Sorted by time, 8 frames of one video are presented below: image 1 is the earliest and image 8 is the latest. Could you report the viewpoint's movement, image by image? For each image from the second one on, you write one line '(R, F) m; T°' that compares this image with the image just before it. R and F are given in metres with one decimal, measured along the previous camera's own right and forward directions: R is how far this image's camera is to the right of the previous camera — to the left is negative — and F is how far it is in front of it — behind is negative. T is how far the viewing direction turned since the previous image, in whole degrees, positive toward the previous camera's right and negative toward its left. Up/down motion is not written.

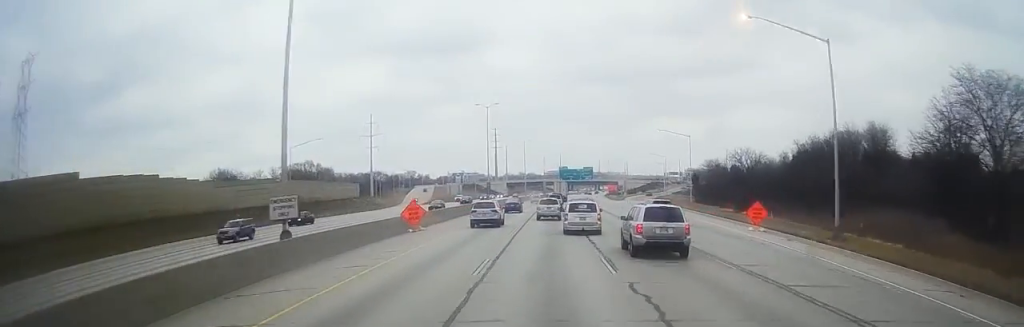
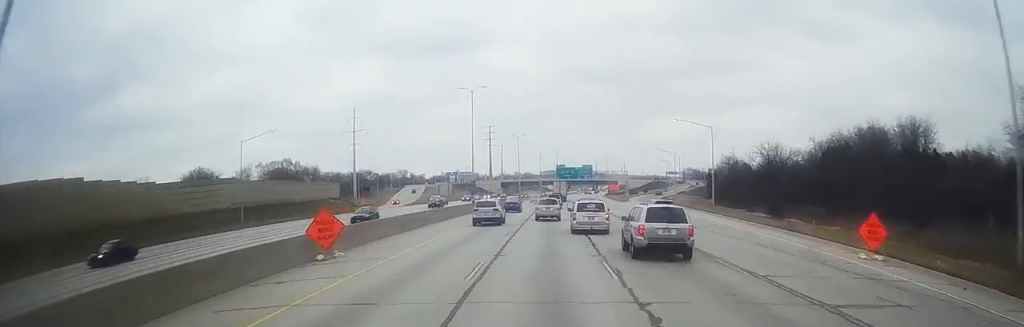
(+0.4, +16.3) m; +1°
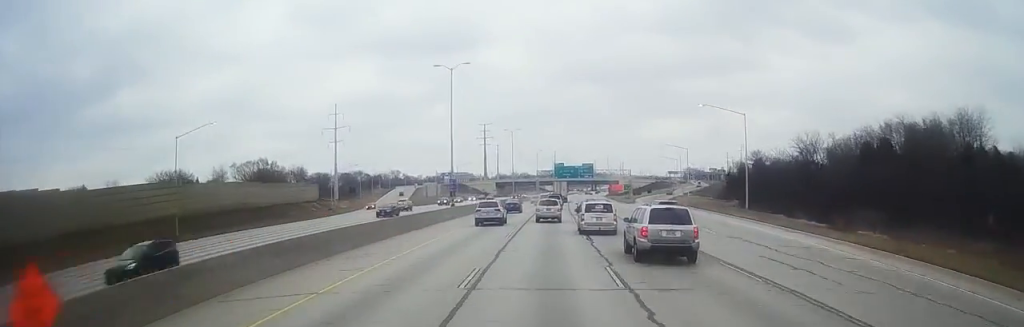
(+0.1, +16.3) m; 0°
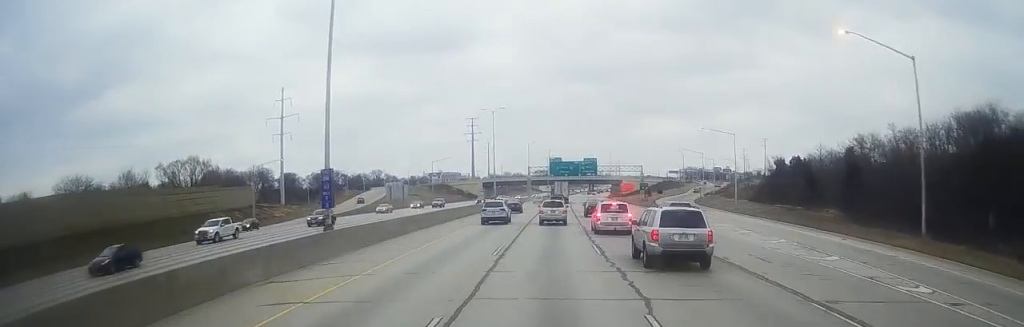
(-0.5, +37.8) m; -1°
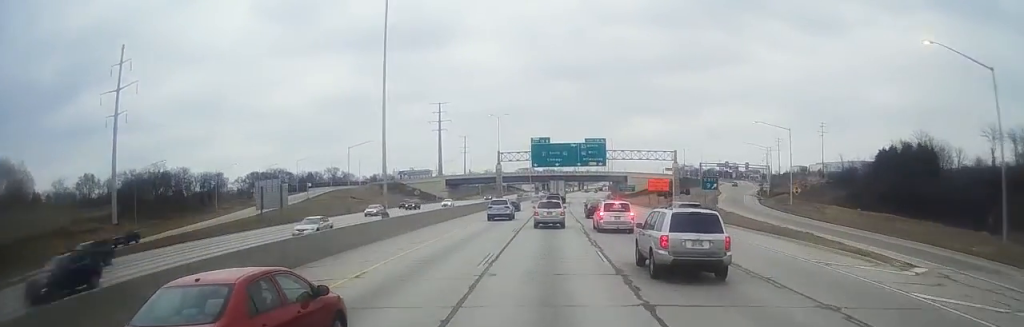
(+0.7, +65.7) m; +1°
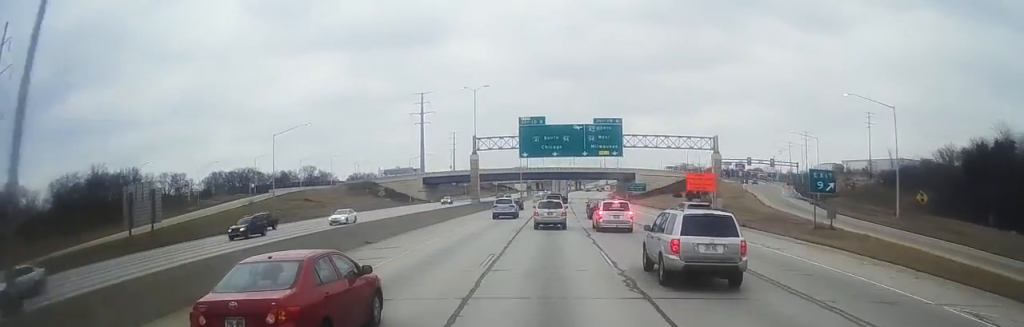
(+0.3, +32.4) m; +2°
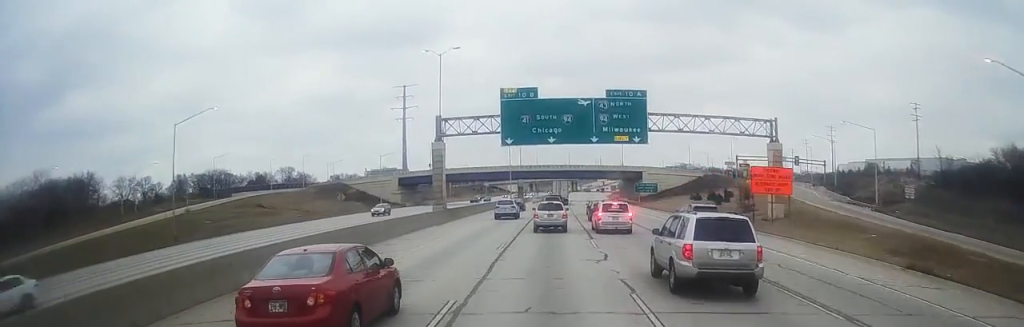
(+0.5, +25.5) m; +1°
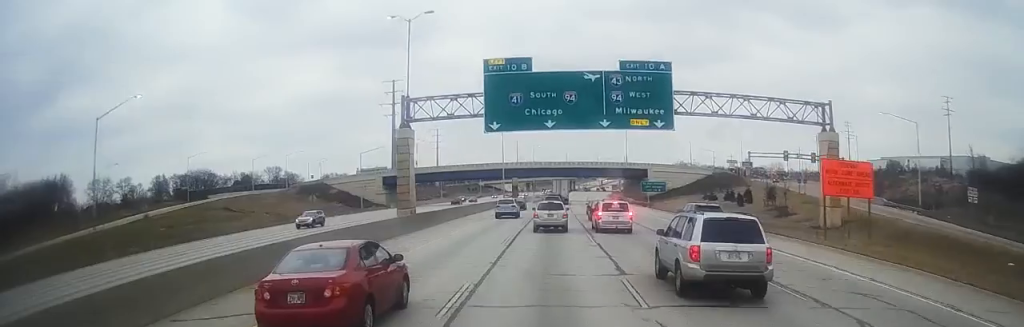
(0.0, +13.9) m; 0°
